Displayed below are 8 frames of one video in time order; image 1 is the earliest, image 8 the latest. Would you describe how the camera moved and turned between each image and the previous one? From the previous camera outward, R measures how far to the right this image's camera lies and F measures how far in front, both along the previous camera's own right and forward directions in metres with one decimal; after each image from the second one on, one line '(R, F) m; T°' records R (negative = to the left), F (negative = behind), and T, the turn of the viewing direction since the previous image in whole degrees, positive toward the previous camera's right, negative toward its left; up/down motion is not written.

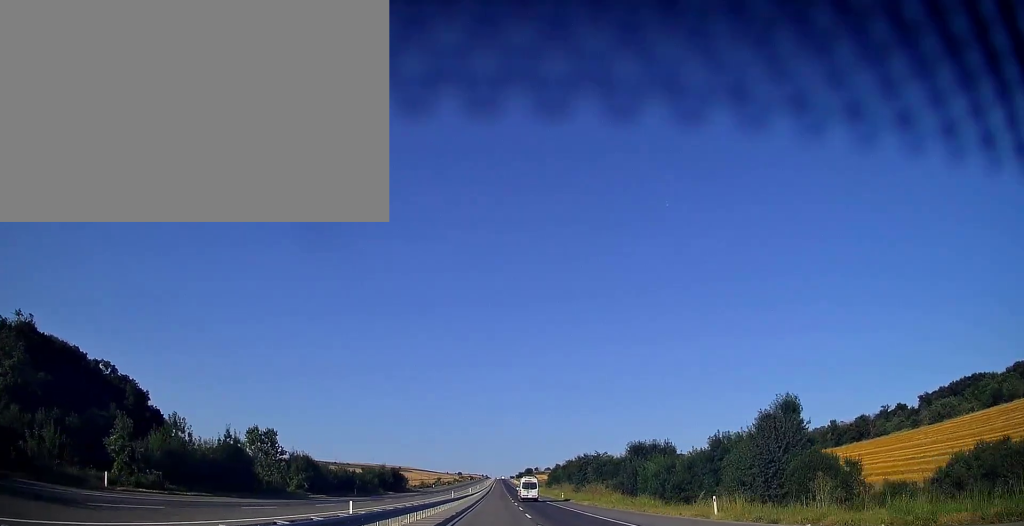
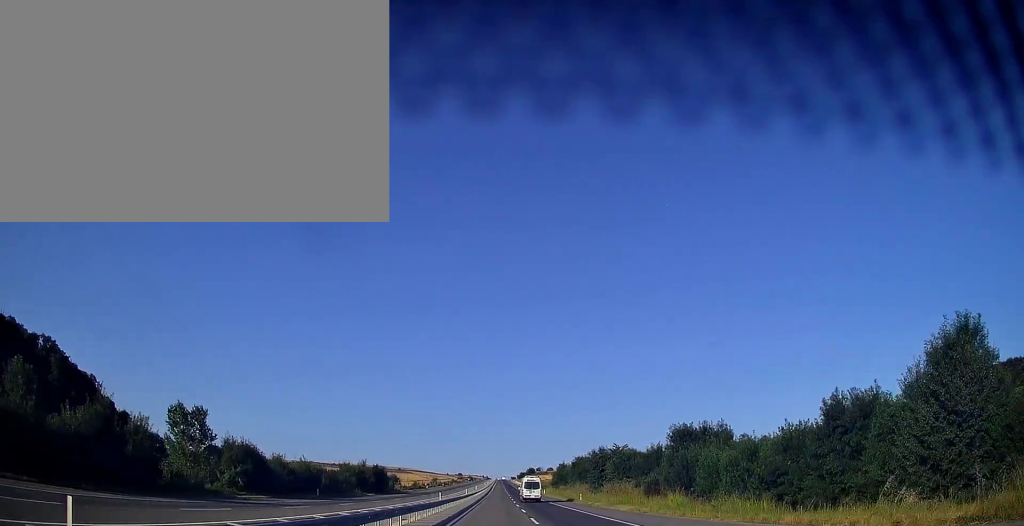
(0.0, +16.6) m; 0°
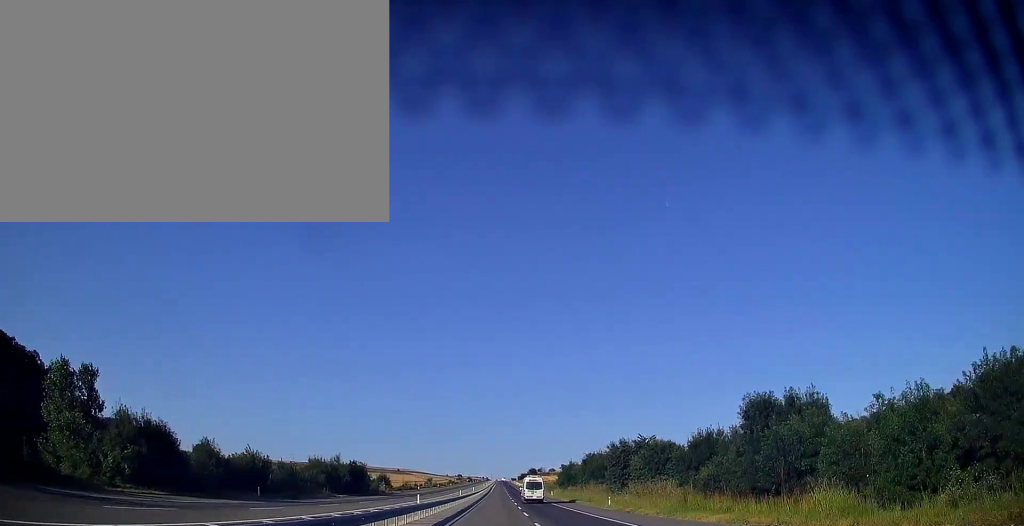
(0.0, +17.6) m; 0°
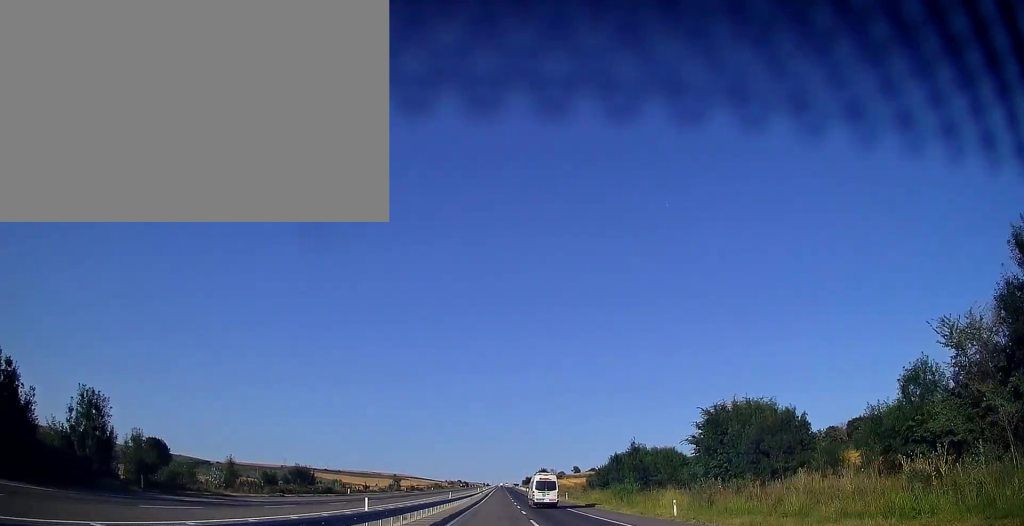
(-0.2, +68.2) m; -1°
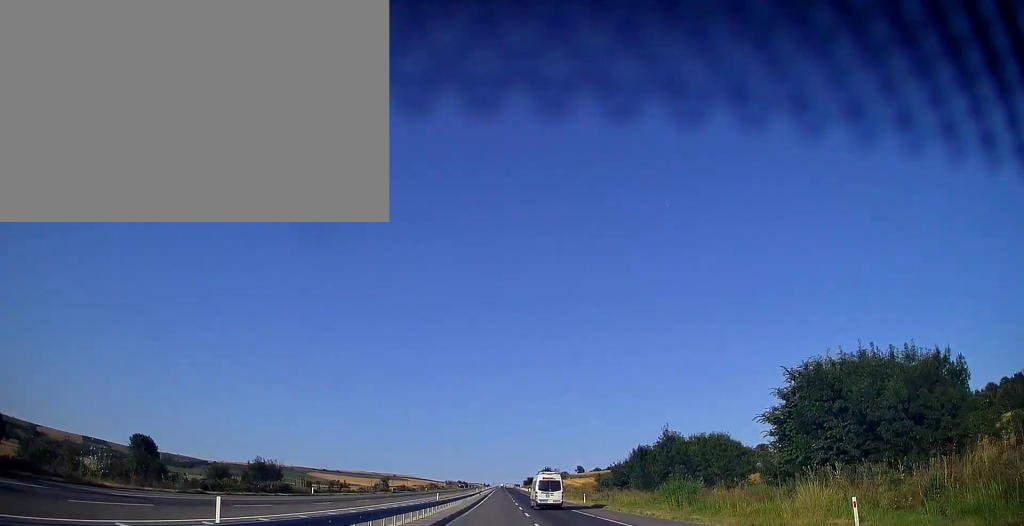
(0.0, +15.6) m; 0°
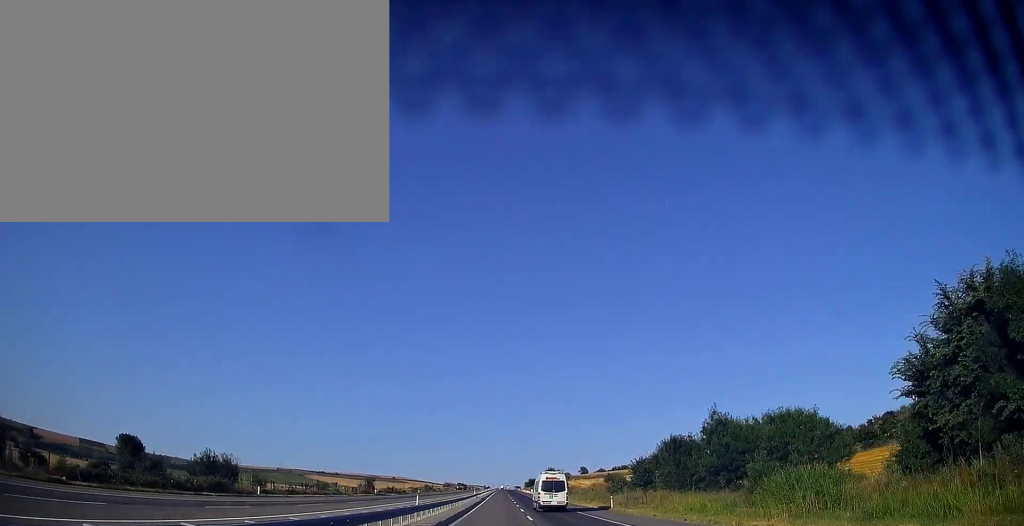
(0.0, +13.7) m; 0°
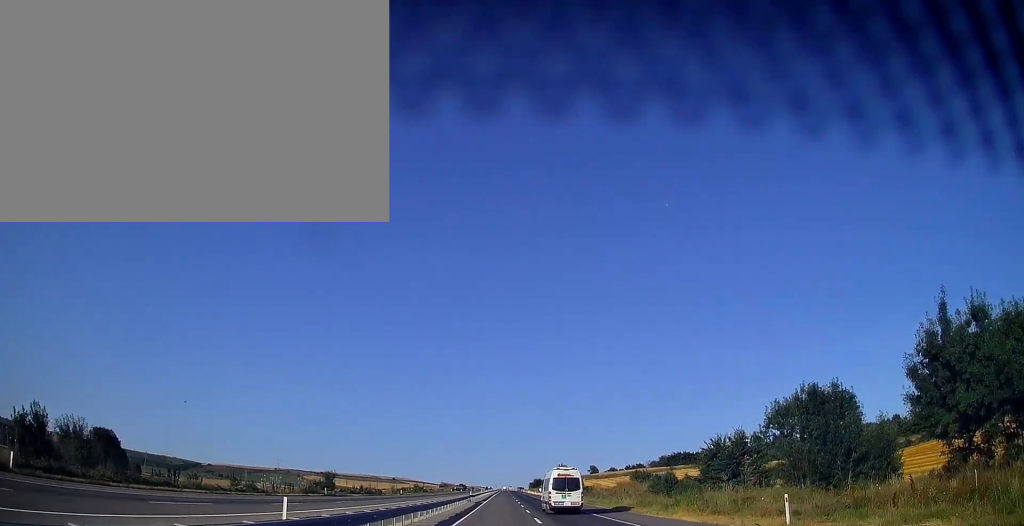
(0.0, +29.2) m; 0°
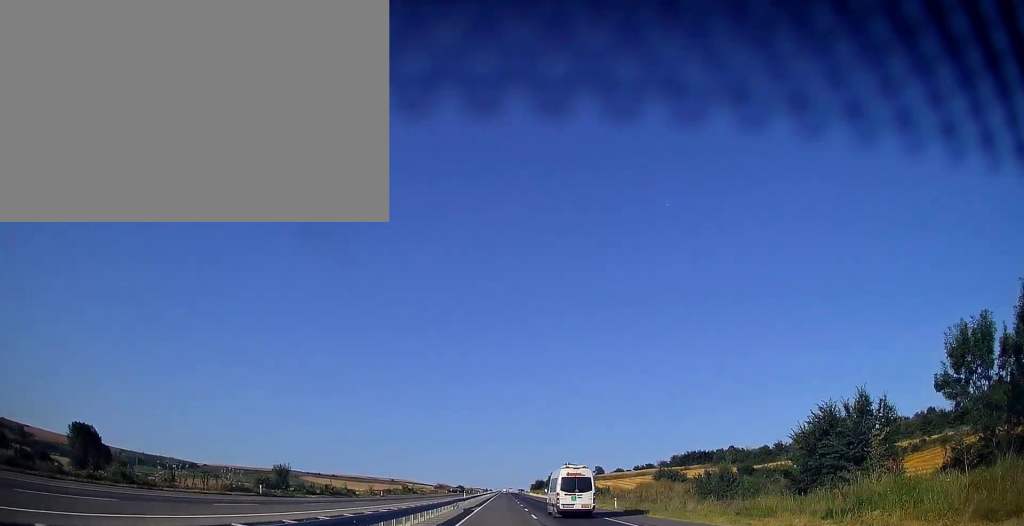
(0.0, +17.6) m; 0°
